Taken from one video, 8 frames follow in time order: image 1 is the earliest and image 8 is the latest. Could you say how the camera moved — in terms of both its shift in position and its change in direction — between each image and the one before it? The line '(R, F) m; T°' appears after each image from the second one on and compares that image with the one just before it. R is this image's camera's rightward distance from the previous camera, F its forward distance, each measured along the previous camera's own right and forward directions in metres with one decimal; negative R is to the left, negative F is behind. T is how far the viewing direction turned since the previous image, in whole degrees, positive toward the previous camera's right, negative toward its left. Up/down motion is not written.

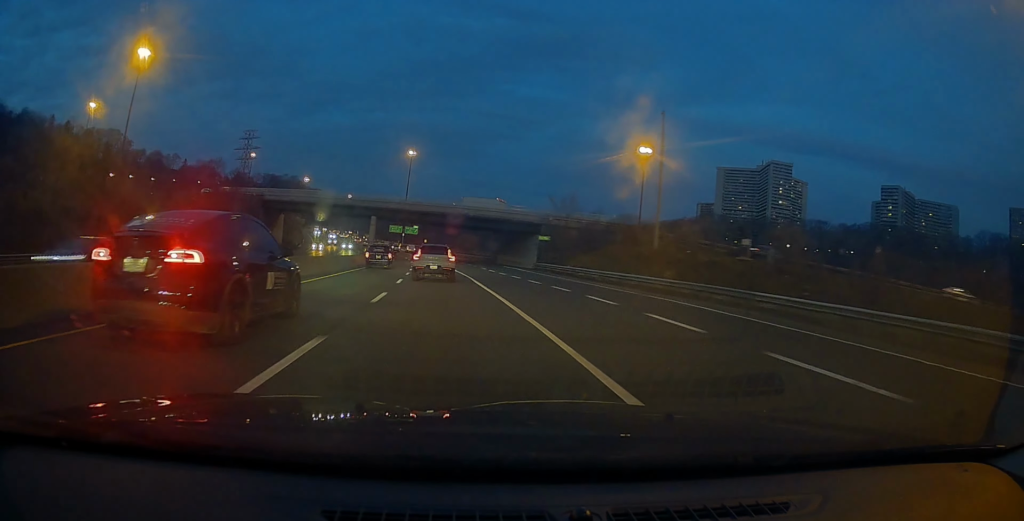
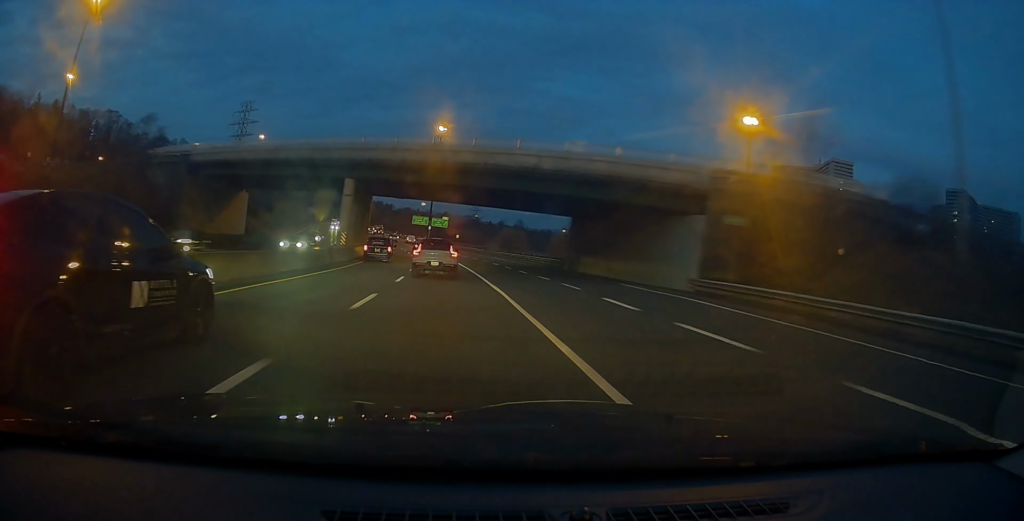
(-0.2, +38.0) m; -2°
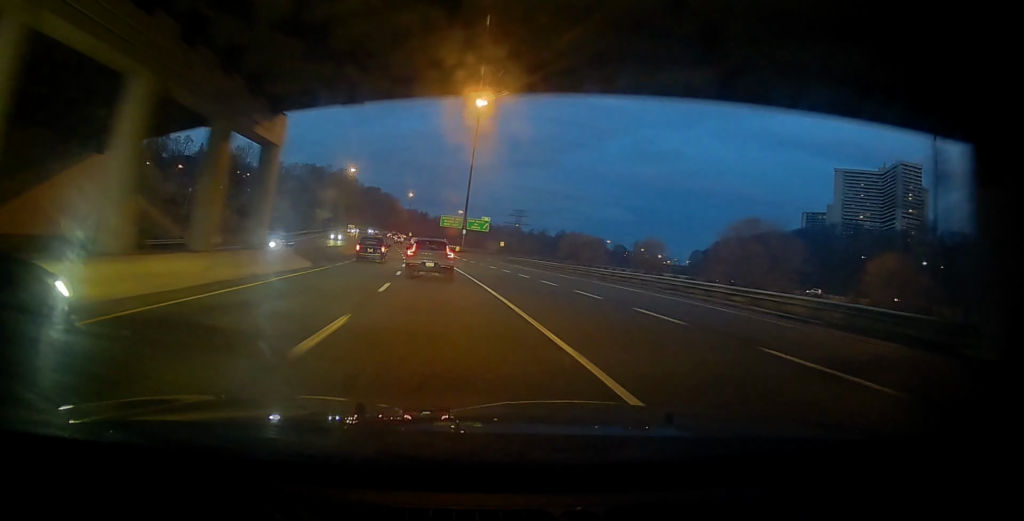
(-1.9, +41.2) m; -6°
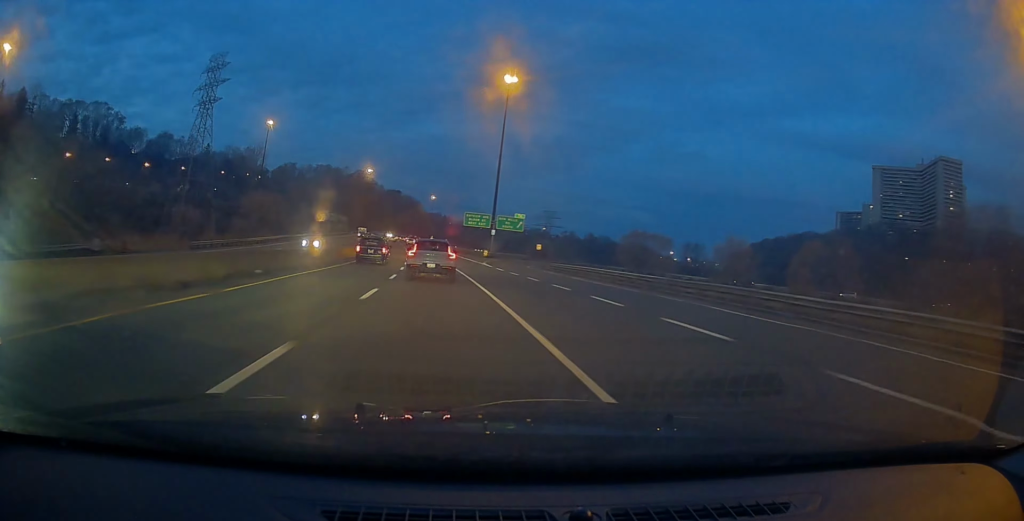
(-0.6, +21.3) m; -2°
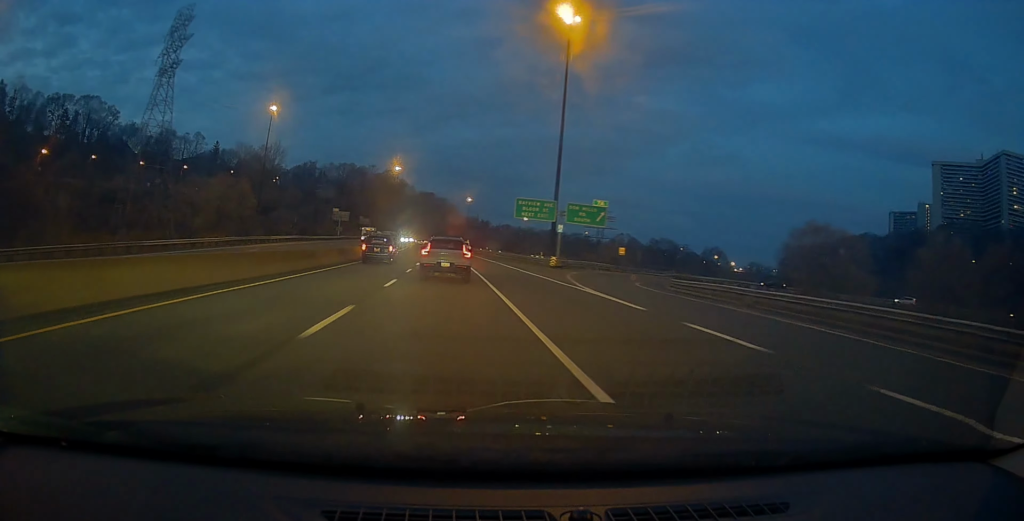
(-0.5, +32.5) m; -4°
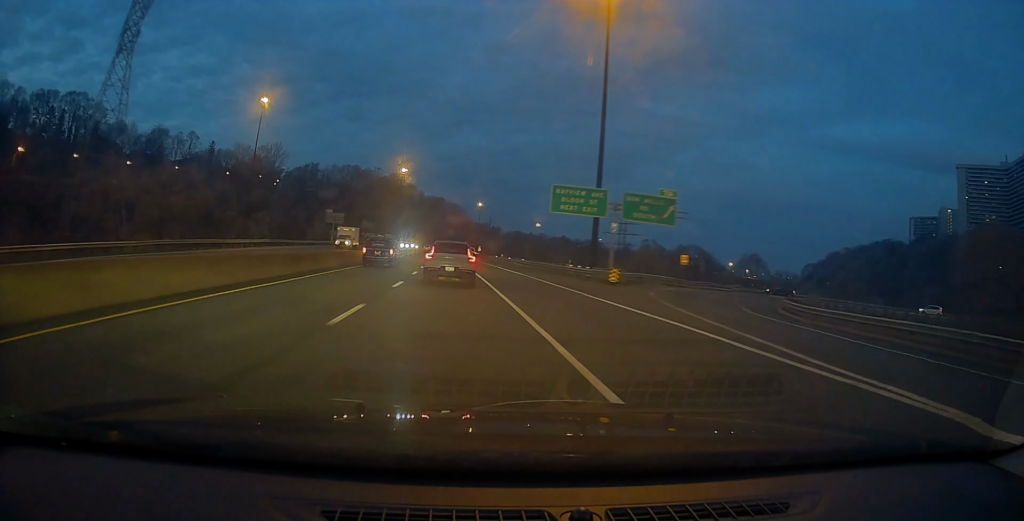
(-1.0, +17.2) m; -2°
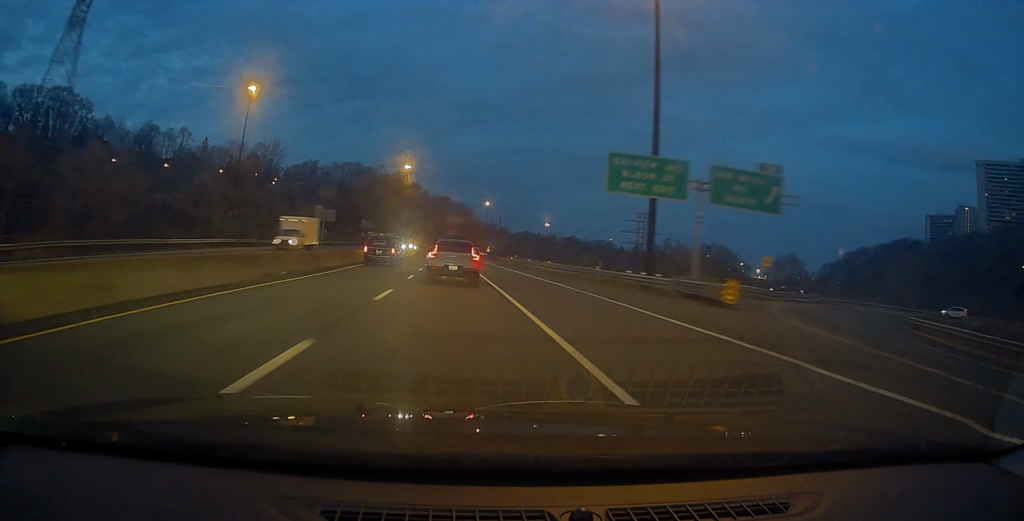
(-0.4, +14.6) m; -1°
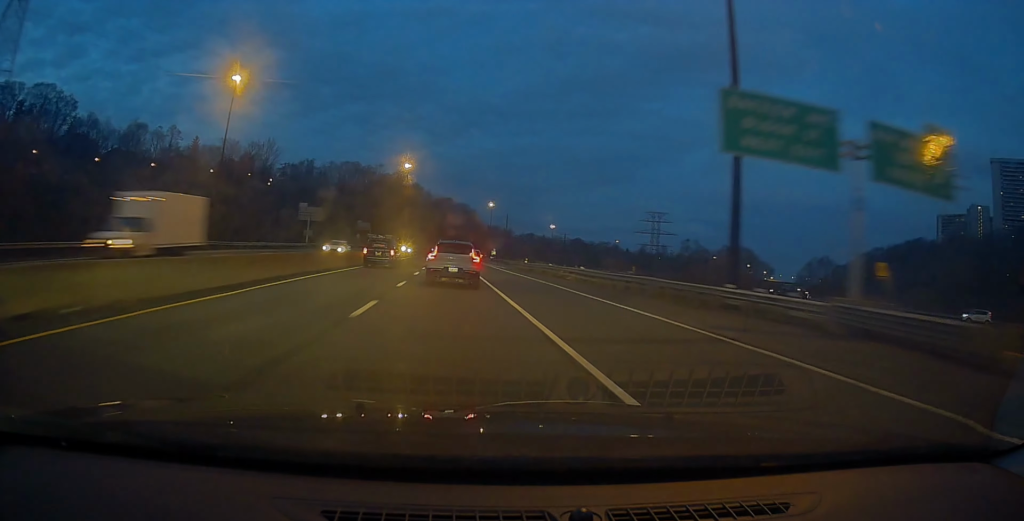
(+0.3, +12.7) m; 0°
